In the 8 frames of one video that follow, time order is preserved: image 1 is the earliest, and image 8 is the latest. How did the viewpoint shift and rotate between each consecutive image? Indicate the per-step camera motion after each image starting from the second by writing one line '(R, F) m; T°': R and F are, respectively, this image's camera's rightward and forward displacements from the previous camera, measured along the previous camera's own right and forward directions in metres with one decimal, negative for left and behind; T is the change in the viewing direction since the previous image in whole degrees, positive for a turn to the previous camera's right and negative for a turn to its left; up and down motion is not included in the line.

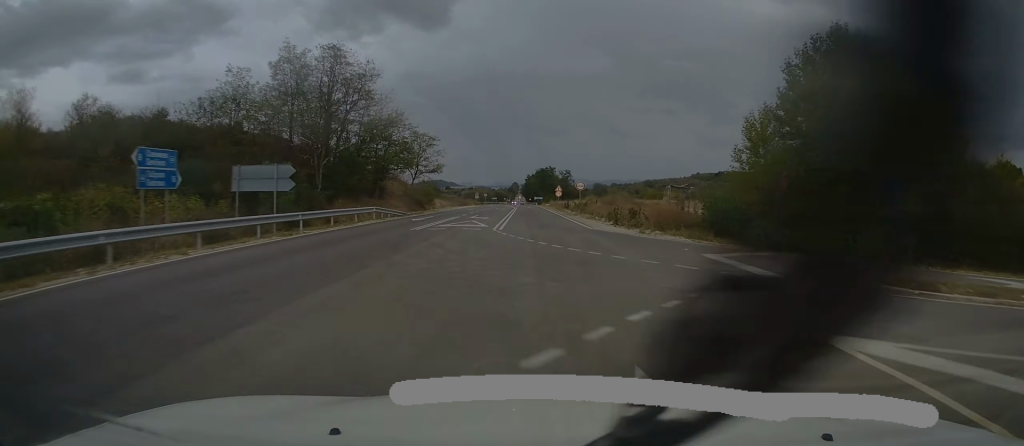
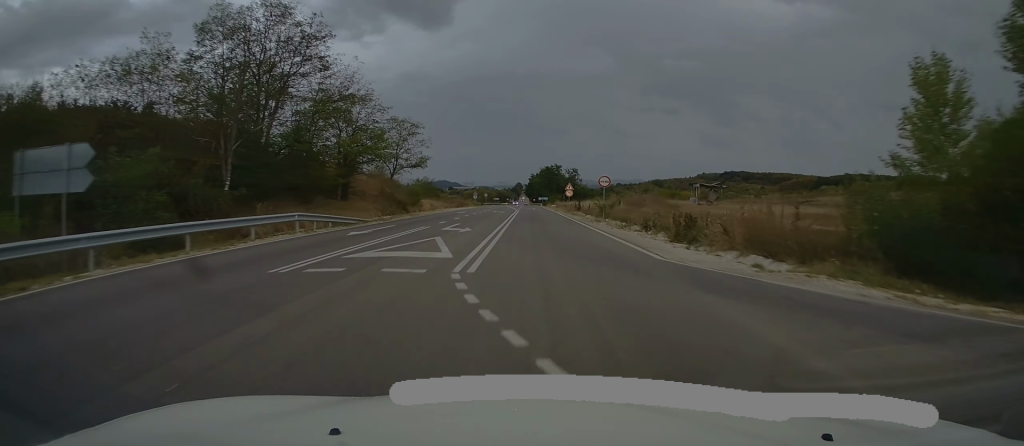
(-0.1, +12.8) m; 0°
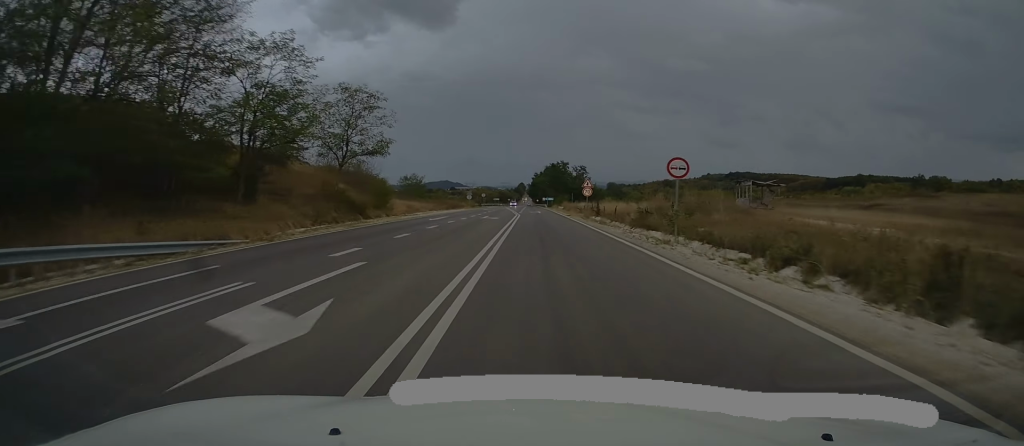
(+0.2, +16.6) m; 0°
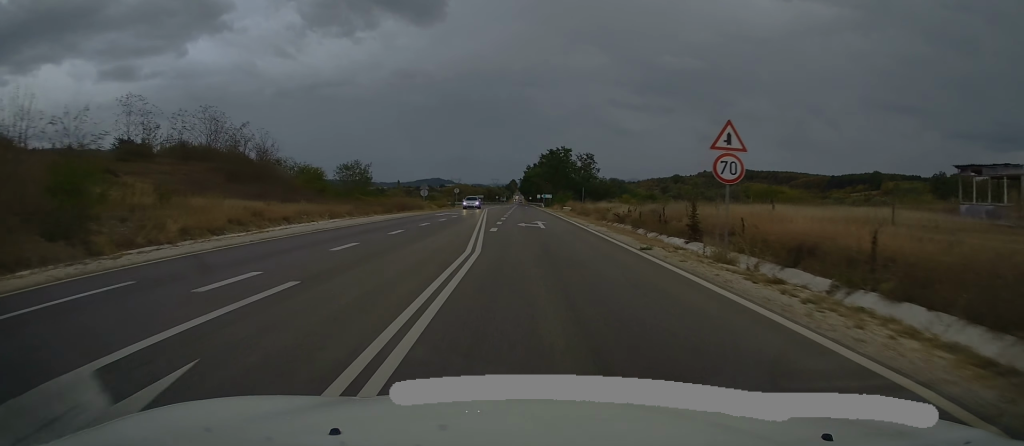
(-0.1, +35.0) m; 0°
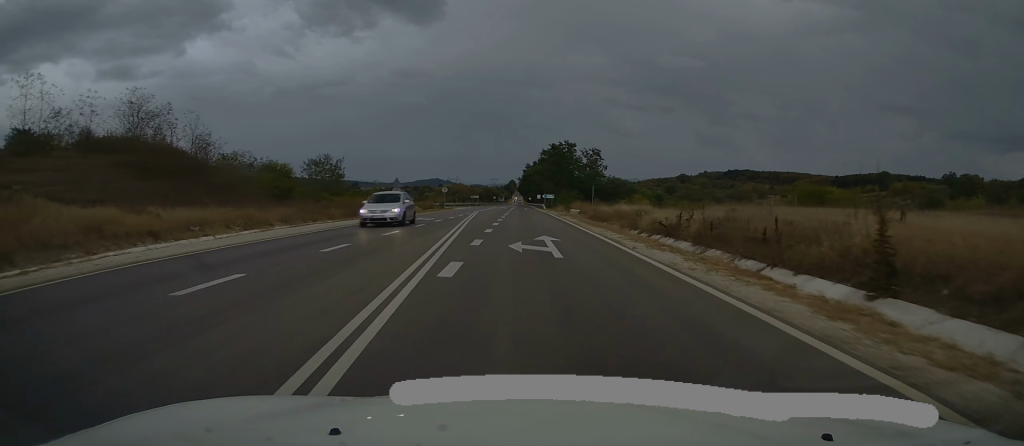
(0.0, +12.4) m; -1°
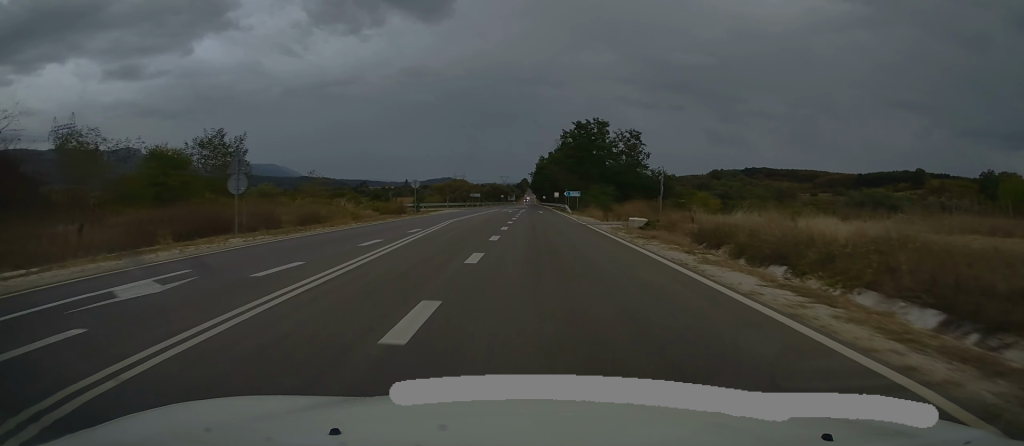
(-0.3, +28.2) m; 0°
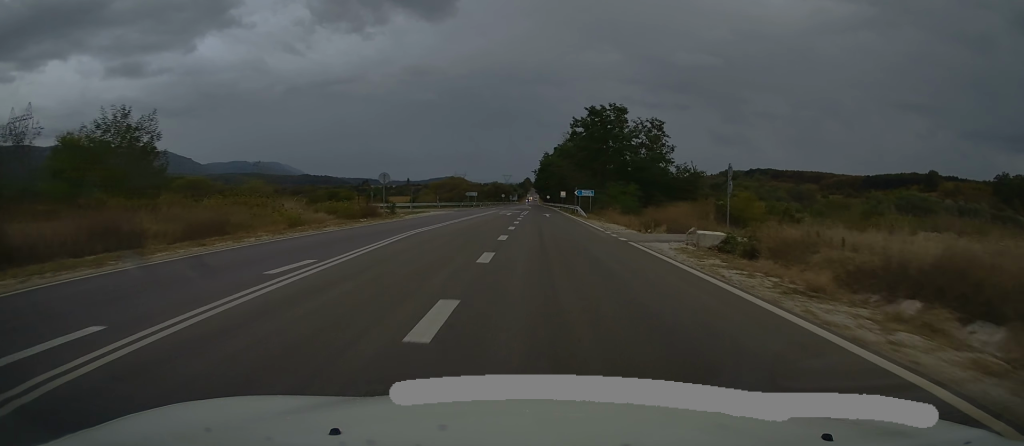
(+0.3, +12.0) m; 0°
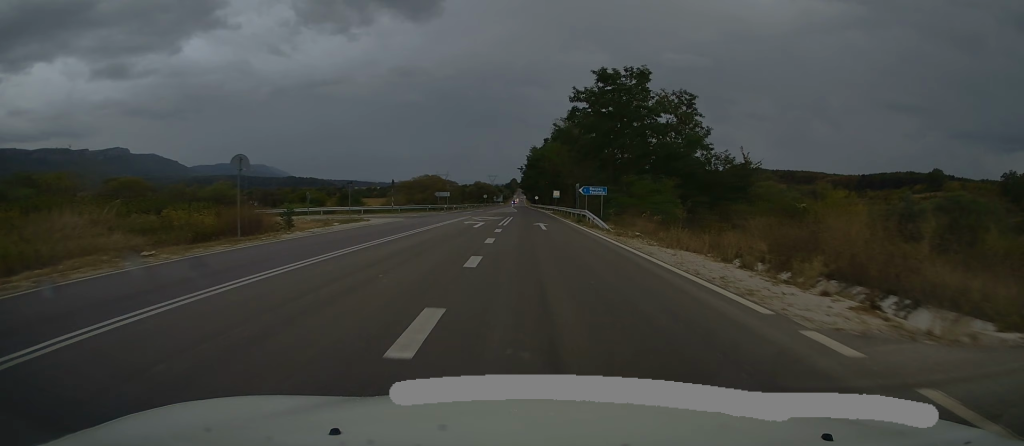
(-0.2, +18.6) m; -1°
